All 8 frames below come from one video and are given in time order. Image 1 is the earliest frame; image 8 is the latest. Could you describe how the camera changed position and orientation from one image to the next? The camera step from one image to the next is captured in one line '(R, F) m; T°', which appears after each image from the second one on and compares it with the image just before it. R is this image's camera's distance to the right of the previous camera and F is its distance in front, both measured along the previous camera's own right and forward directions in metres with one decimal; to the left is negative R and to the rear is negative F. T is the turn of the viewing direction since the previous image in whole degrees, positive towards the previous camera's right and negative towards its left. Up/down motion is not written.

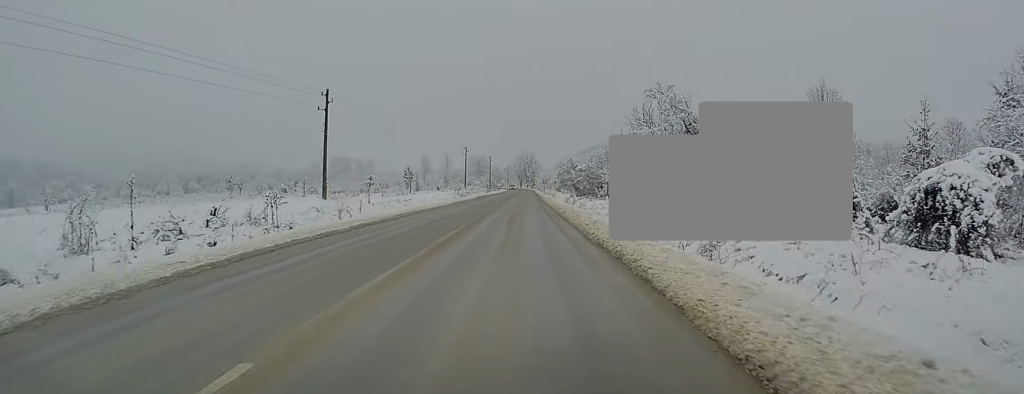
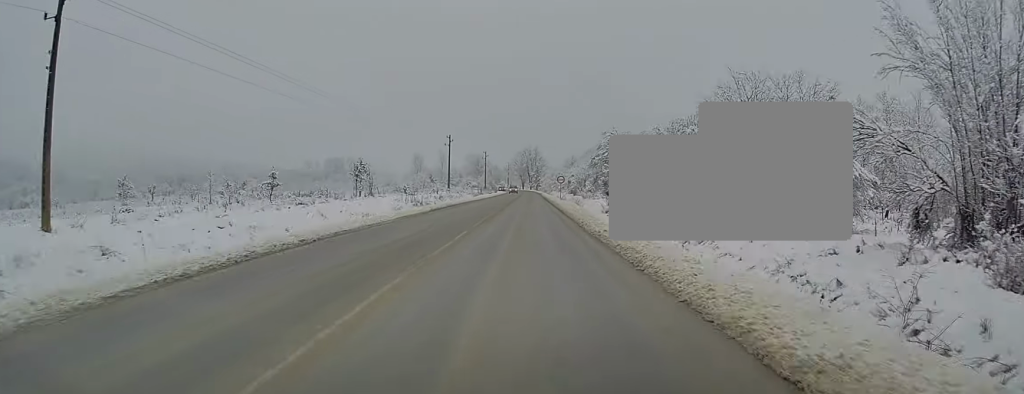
(-0.3, +38.9) m; 0°
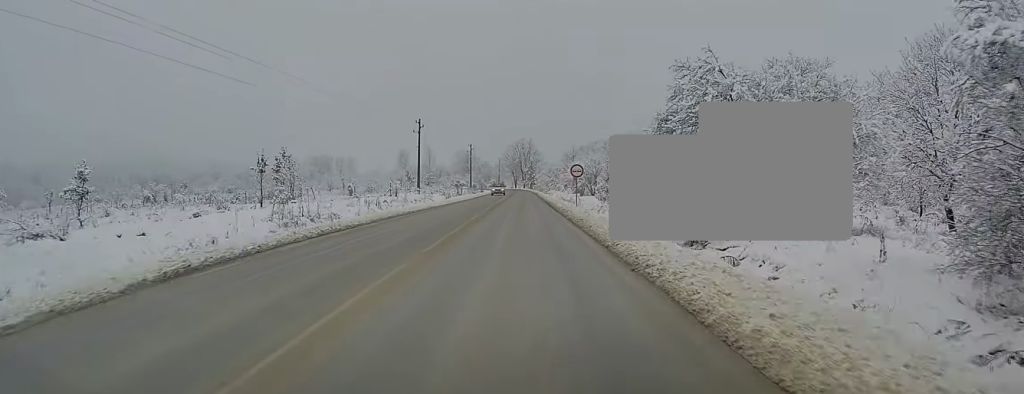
(0.0, +26.9) m; 0°
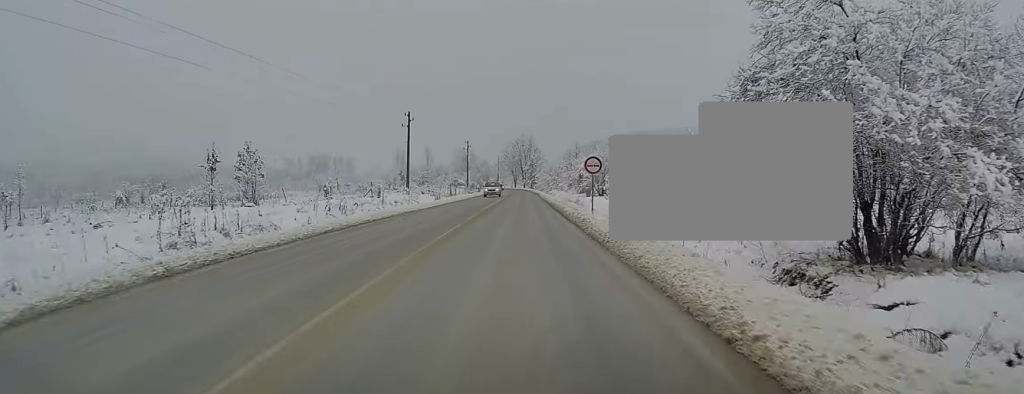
(0.0, +8.7) m; 0°
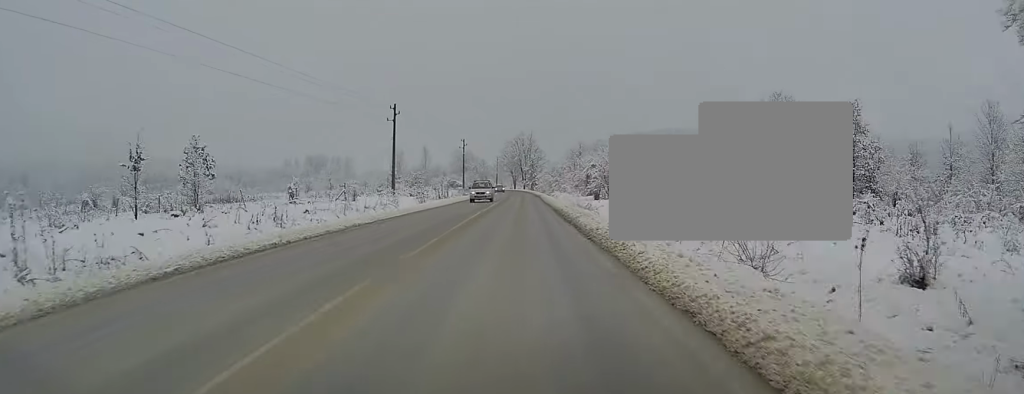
(0.0, +9.4) m; 0°
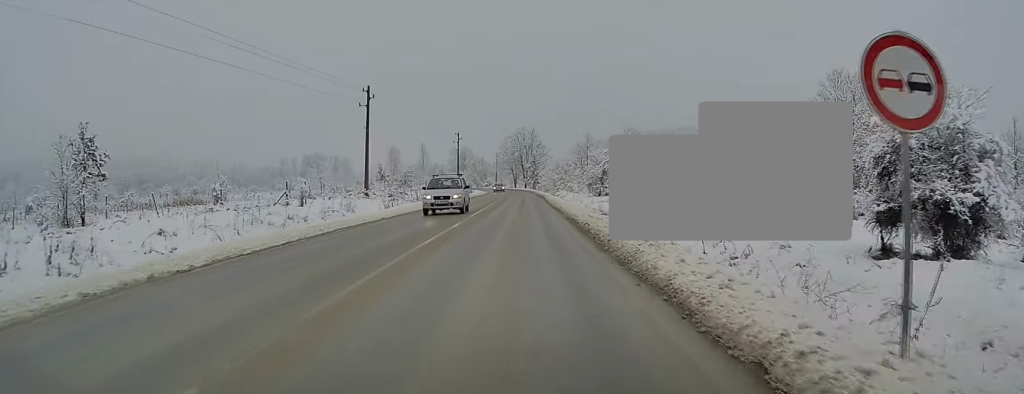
(0.0, +13.5) m; 0°
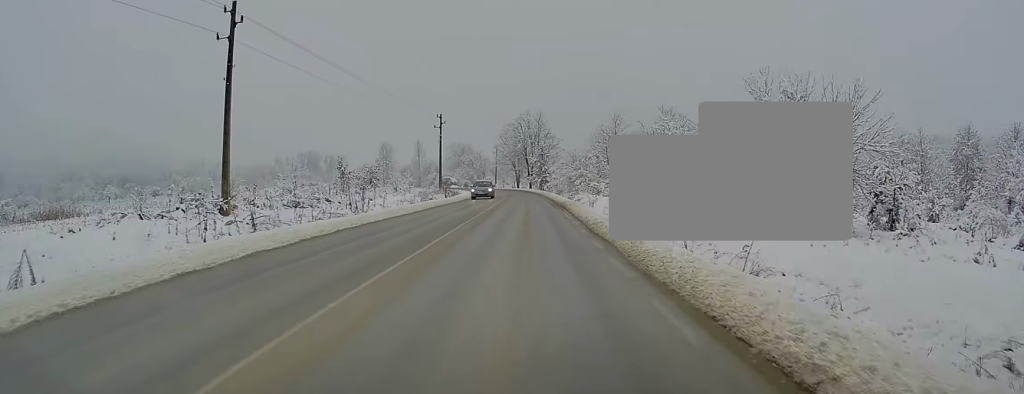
(+0.2, +31.2) m; 0°
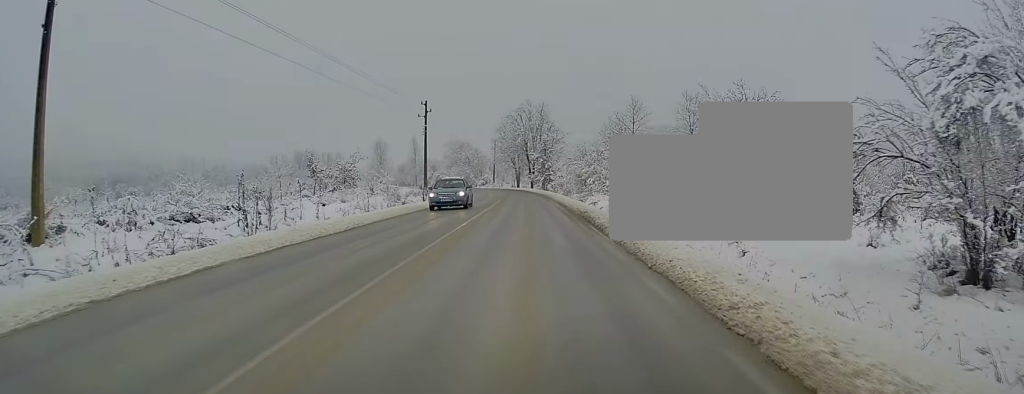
(0.0, +14.3) m; 0°
